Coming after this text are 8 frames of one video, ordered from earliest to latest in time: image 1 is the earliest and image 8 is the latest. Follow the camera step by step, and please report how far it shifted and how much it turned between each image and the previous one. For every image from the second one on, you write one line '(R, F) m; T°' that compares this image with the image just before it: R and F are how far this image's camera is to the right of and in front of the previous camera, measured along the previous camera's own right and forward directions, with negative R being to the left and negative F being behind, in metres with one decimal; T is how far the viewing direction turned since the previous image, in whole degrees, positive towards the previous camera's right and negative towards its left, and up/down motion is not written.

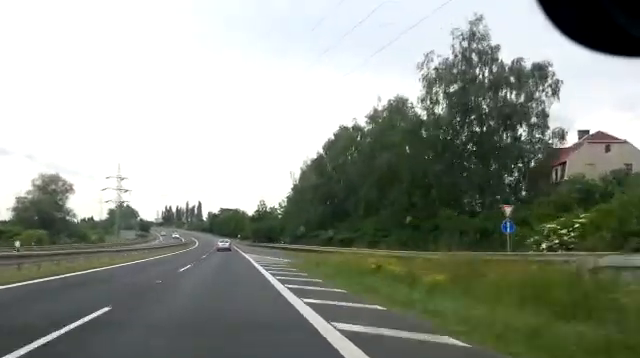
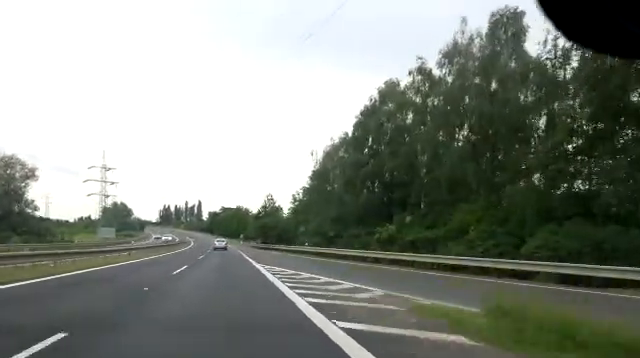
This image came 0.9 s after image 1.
(+0.4, +23.1) m; 0°
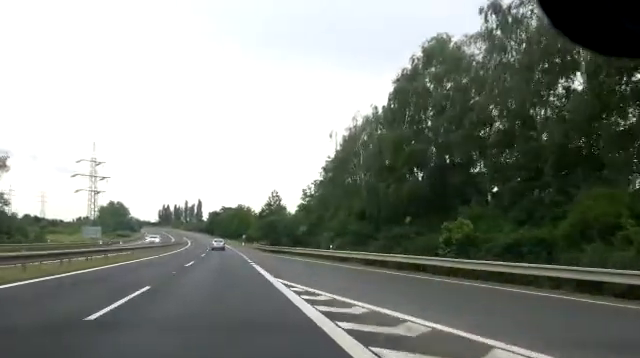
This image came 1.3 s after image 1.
(-0.1, +12.0) m; 0°
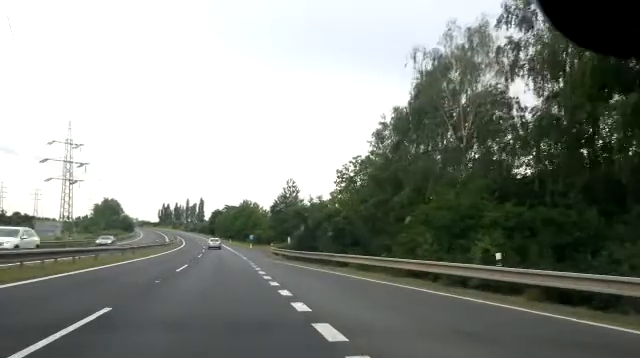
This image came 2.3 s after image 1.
(-0.1, +23.6) m; 0°
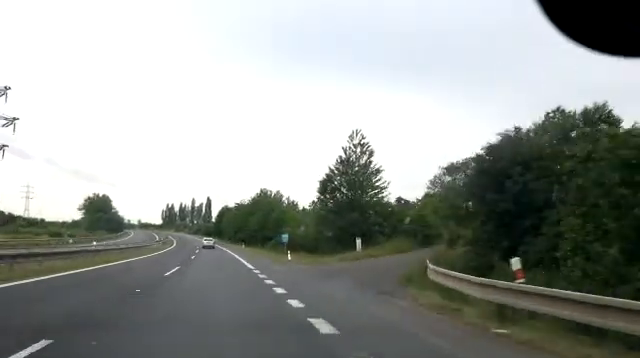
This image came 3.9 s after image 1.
(-0.6, +40.0) m; -2°
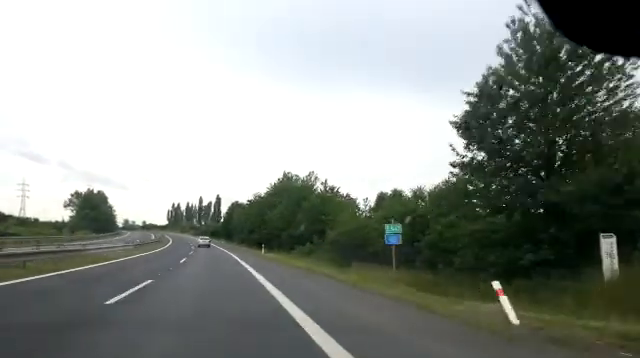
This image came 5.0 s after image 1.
(-0.1, +26.6) m; 0°
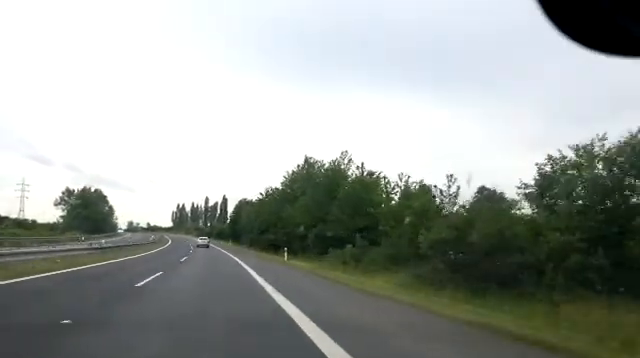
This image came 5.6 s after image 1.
(0.0, +14.5) m; -1°
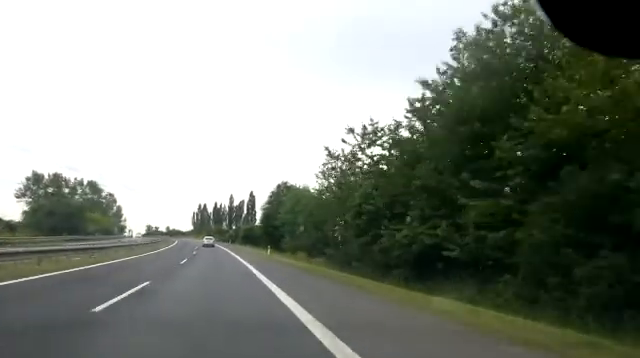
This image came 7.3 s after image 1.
(-1.5, +40.9) m; -3°
